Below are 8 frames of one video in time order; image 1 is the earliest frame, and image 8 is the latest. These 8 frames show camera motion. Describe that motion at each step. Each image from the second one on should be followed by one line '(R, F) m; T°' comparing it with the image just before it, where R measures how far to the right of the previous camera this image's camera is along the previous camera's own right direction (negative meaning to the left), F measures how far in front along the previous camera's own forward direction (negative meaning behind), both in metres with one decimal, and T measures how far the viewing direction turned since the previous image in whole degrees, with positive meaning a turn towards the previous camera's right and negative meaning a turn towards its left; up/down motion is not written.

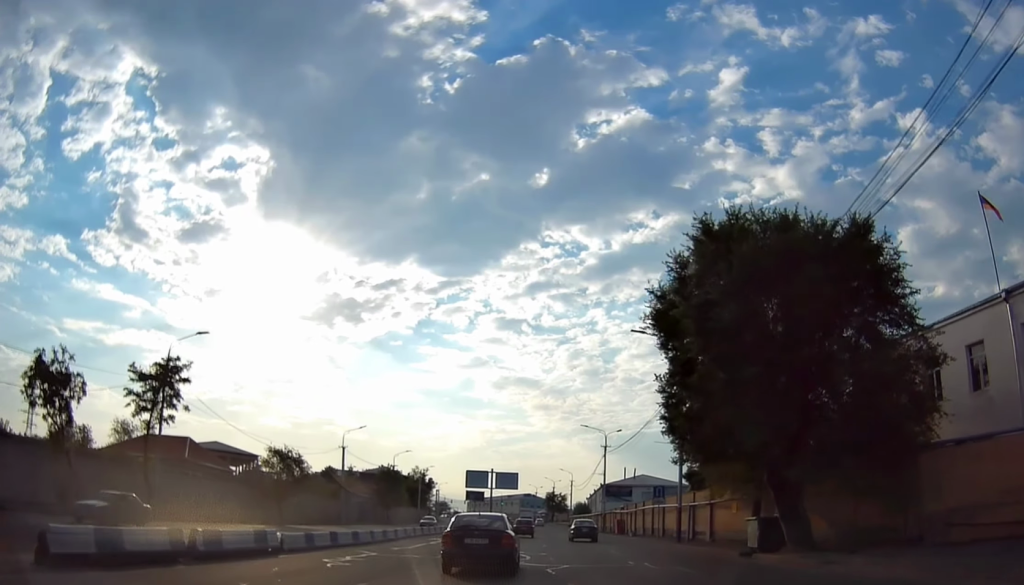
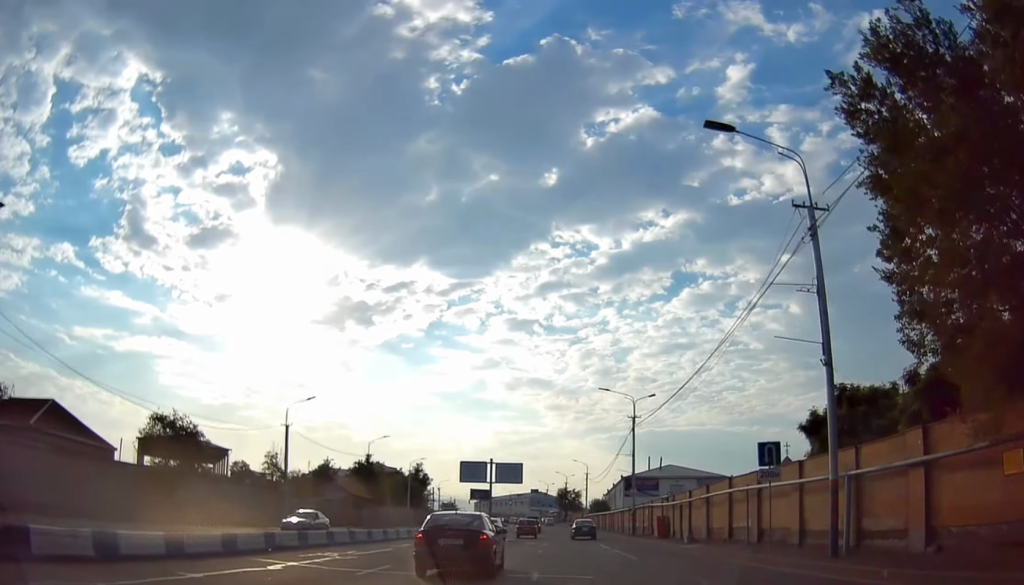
(-0.3, +20.0) m; -1°
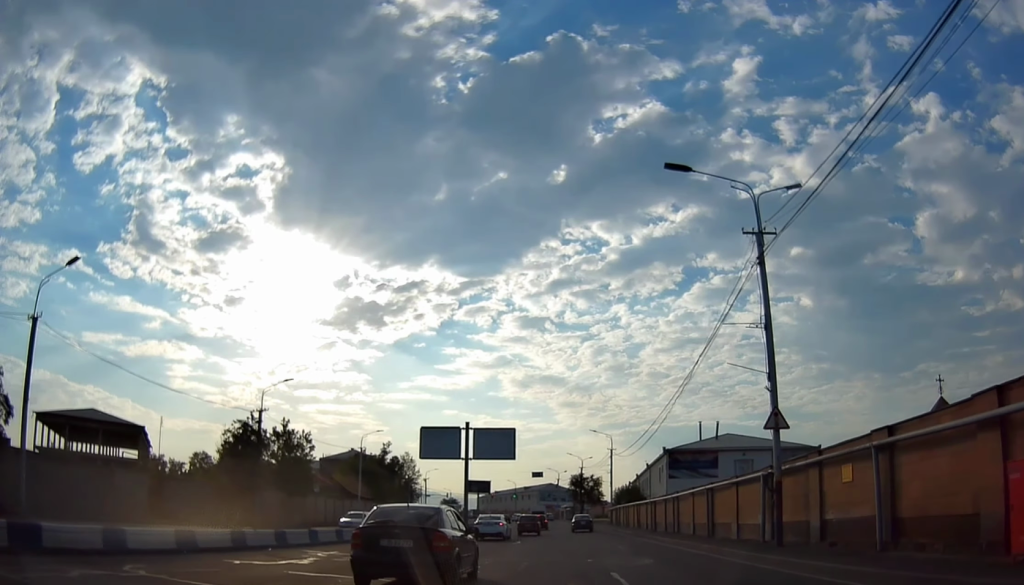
(-0.4, +34.7) m; -2°
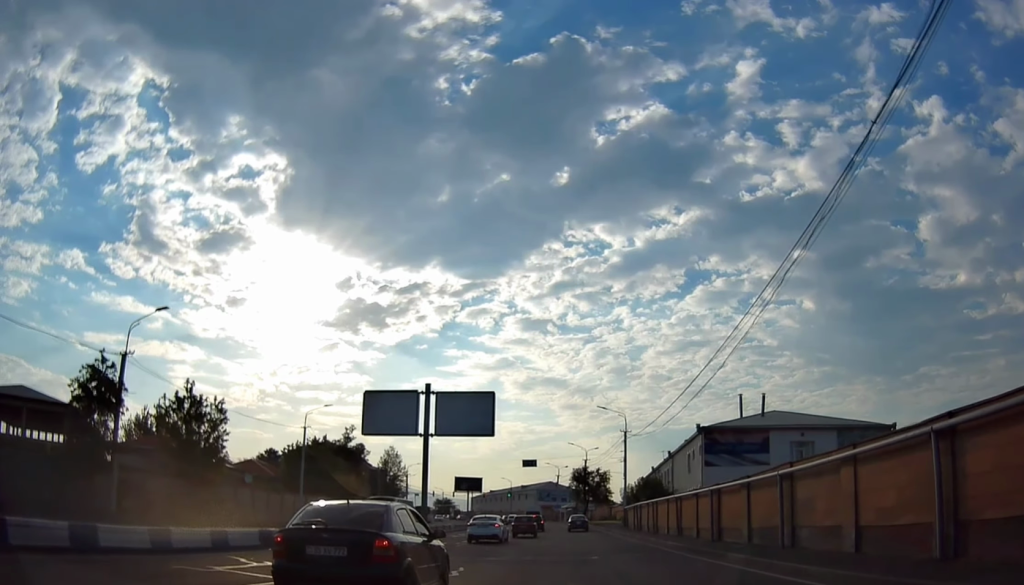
(0.0, +18.9) m; 0°
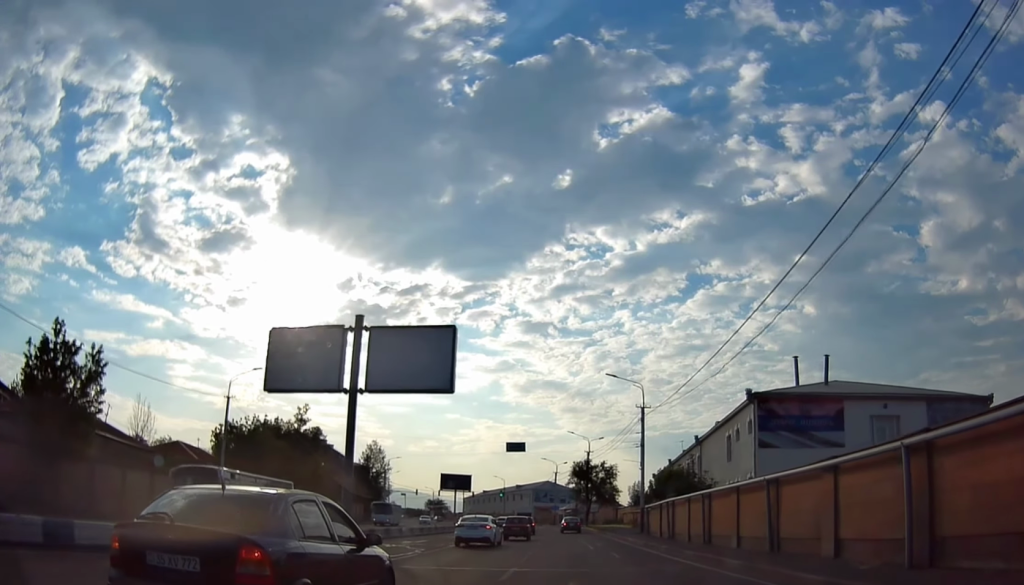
(0.0, +15.8) m; 0°
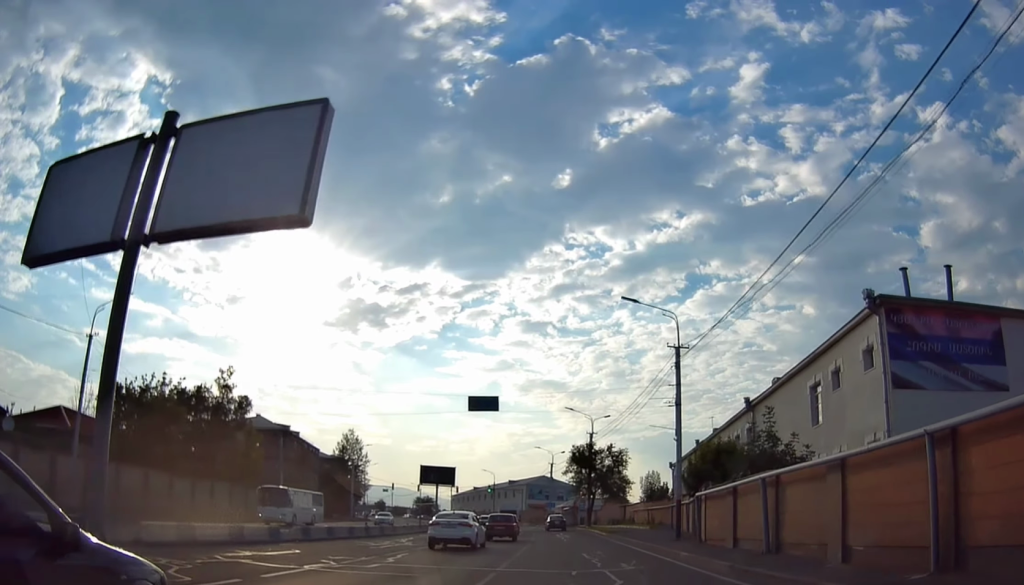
(-0.1, +17.1) m; +1°
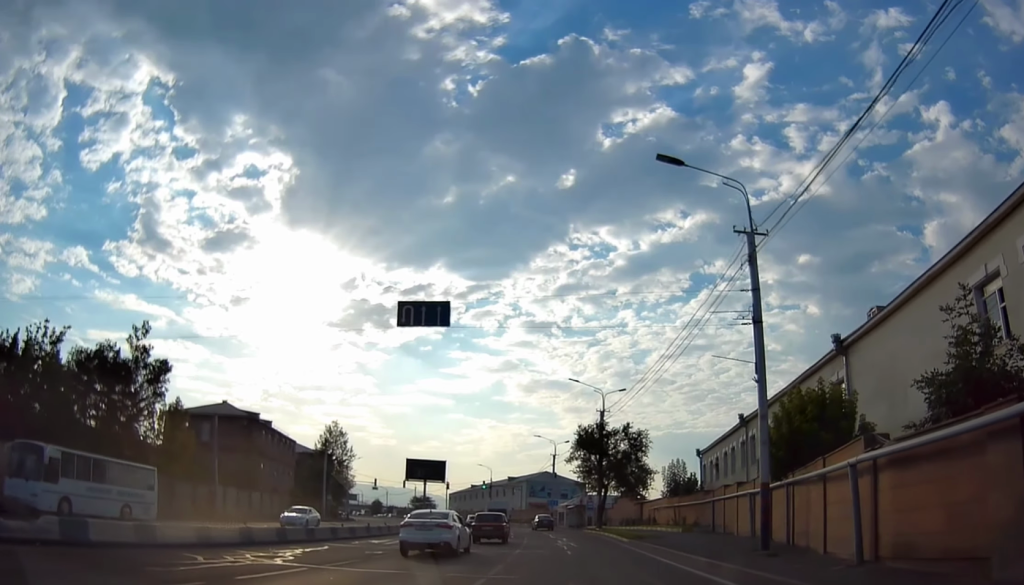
(+0.2, +13.7) m; +1°
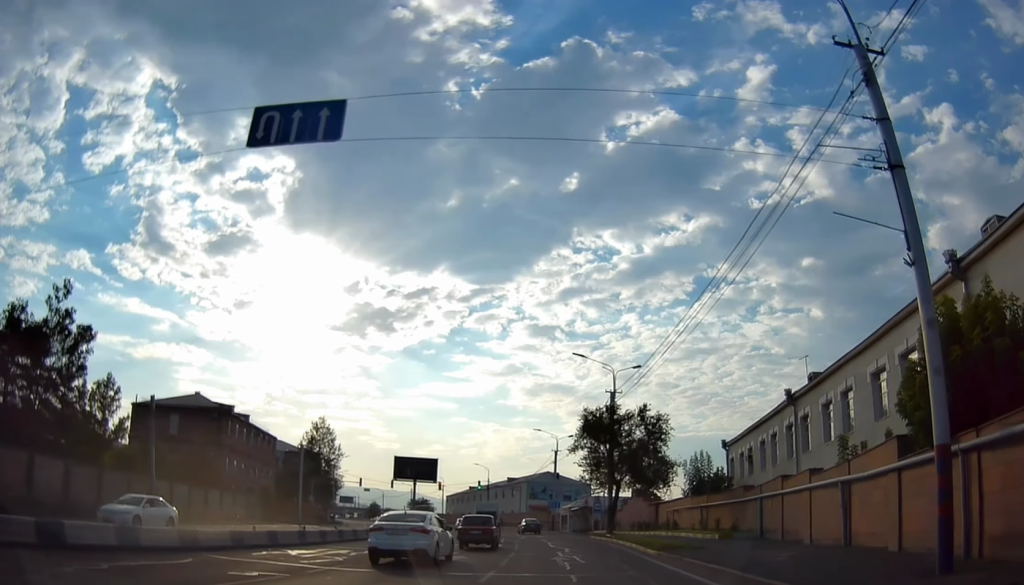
(+0.4, +9.3) m; 0°
